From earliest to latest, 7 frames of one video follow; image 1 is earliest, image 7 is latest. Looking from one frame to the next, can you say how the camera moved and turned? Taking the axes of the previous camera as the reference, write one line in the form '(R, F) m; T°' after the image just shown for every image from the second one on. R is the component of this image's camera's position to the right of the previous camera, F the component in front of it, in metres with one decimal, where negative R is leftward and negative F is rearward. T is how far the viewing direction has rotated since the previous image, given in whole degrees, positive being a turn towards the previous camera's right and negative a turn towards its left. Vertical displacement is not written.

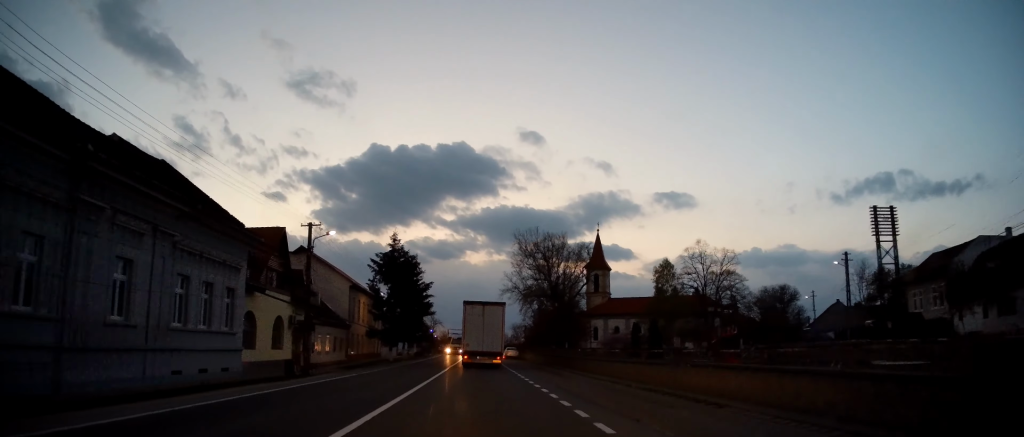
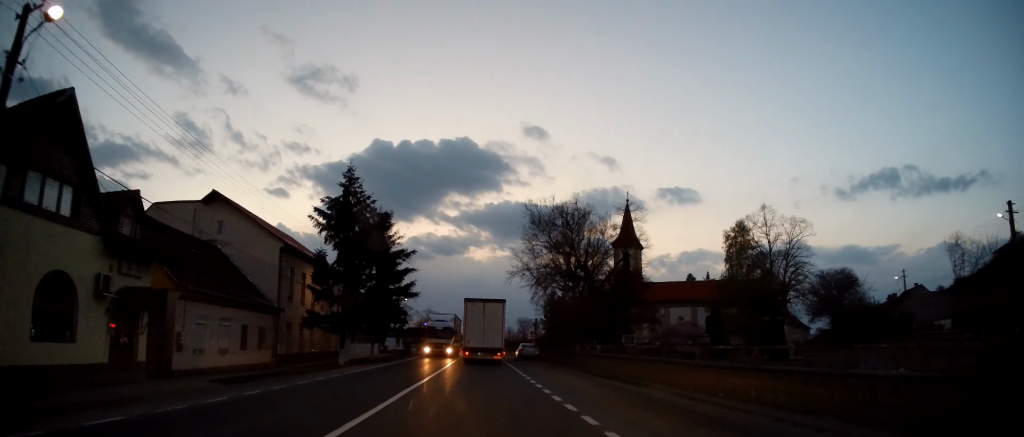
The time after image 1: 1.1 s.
(+0.1, +20.2) m; 0°
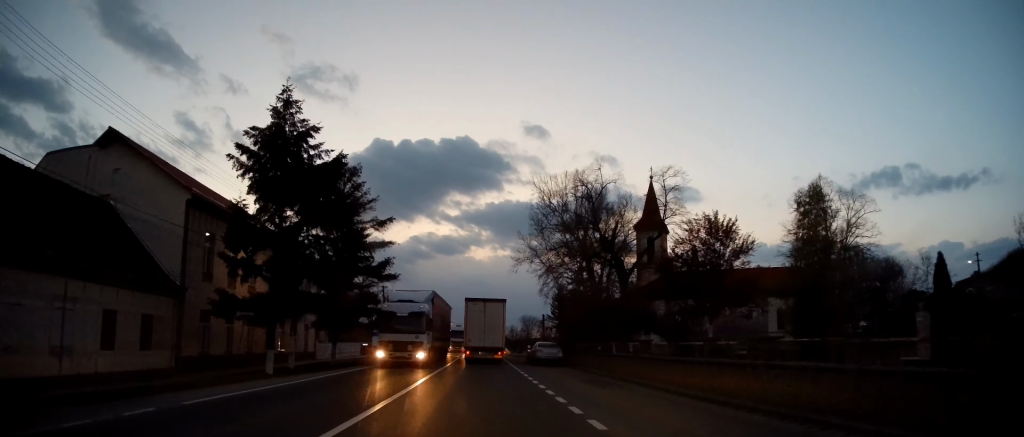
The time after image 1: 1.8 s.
(-0.1, +12.3) m; 0°
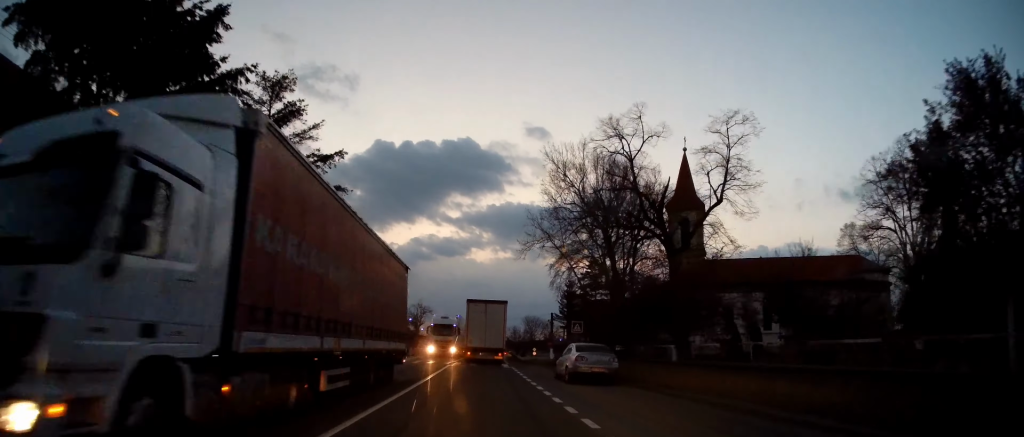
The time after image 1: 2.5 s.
(+0.1, +13.0) m; 0°
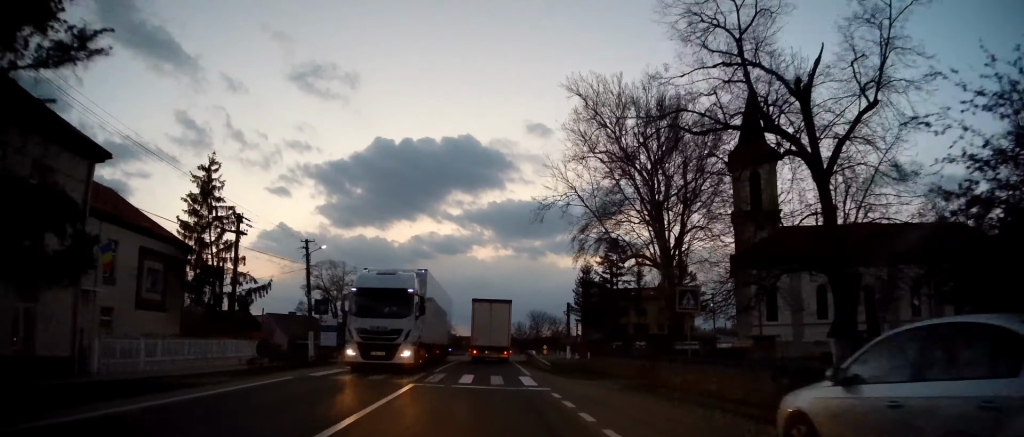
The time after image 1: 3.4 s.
(0.0, +16.8) m; 0°
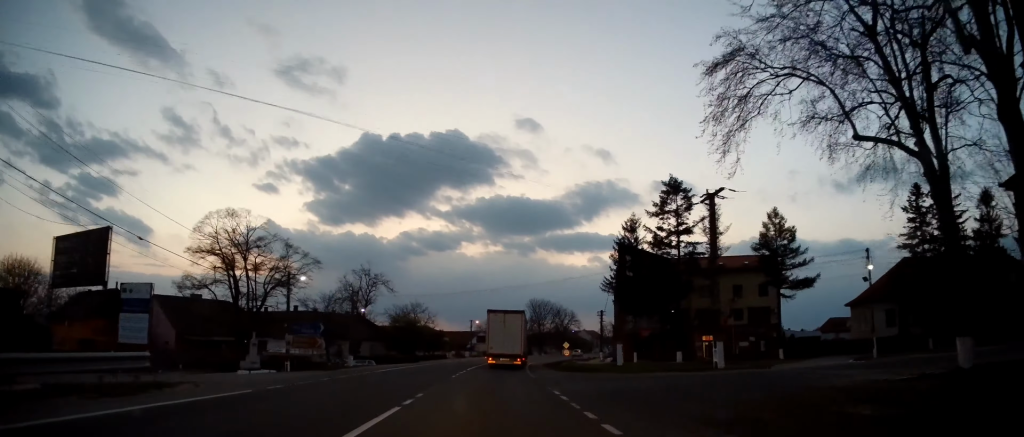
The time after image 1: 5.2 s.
(-0.4, +34.1) m; -1°
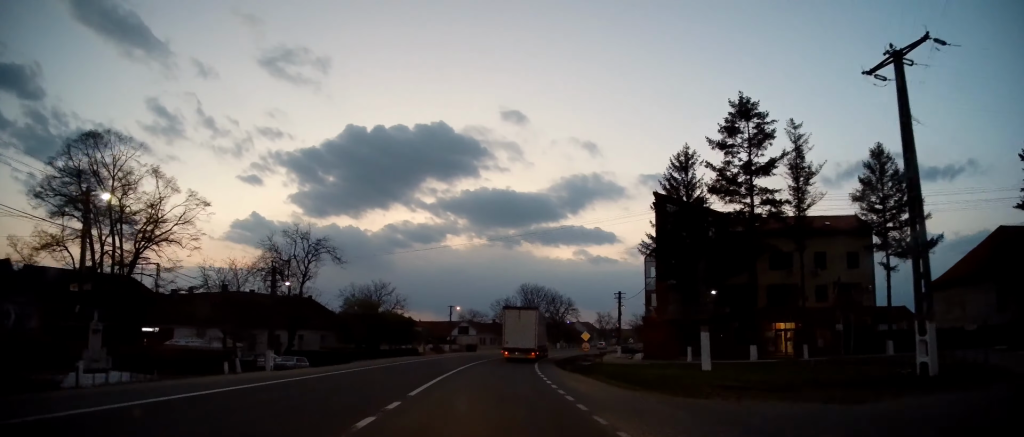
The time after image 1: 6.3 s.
(+0.2, +20.5) m; +2°
